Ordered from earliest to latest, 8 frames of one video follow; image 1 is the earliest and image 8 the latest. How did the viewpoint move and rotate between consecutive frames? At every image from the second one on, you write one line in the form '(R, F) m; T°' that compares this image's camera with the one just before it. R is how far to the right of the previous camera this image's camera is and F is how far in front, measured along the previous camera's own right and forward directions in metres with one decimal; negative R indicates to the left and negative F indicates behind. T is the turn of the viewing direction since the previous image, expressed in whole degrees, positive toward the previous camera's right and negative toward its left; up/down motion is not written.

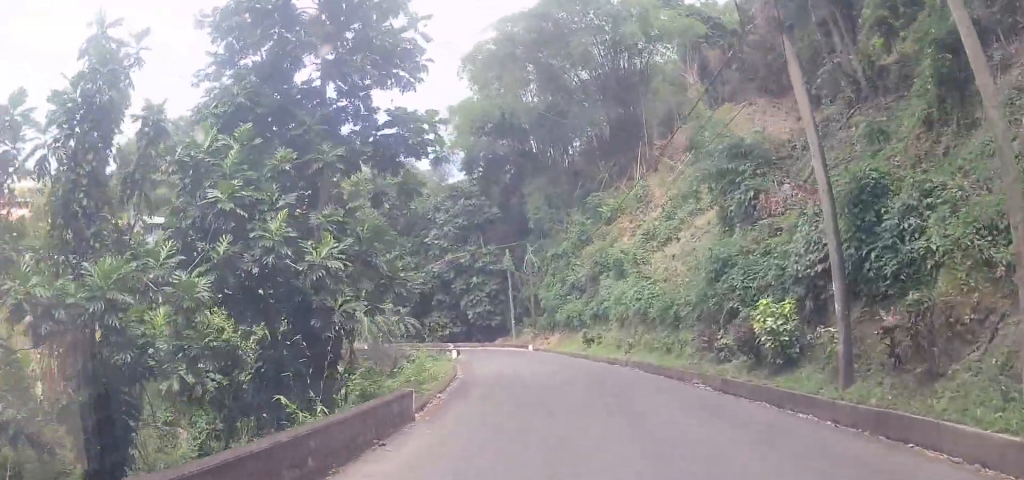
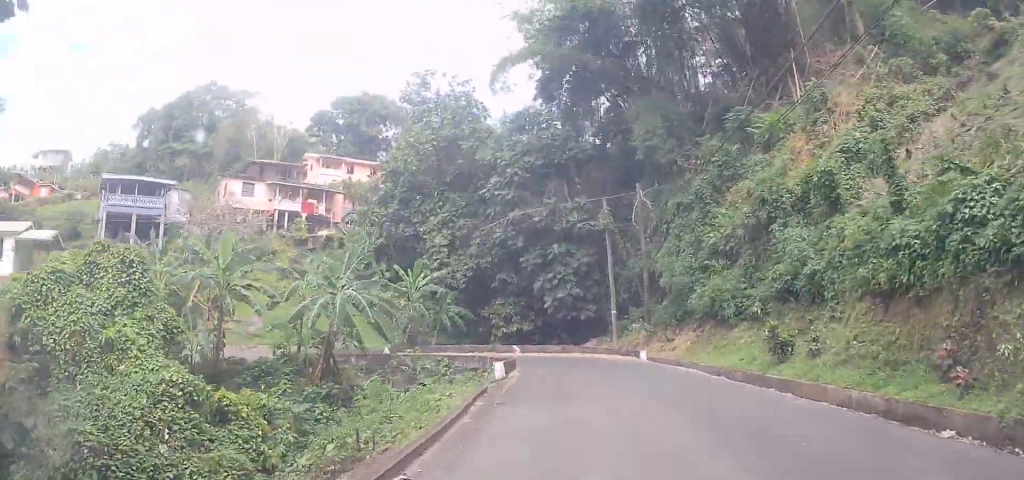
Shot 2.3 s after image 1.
(-2.2, +19.9) m; -15°
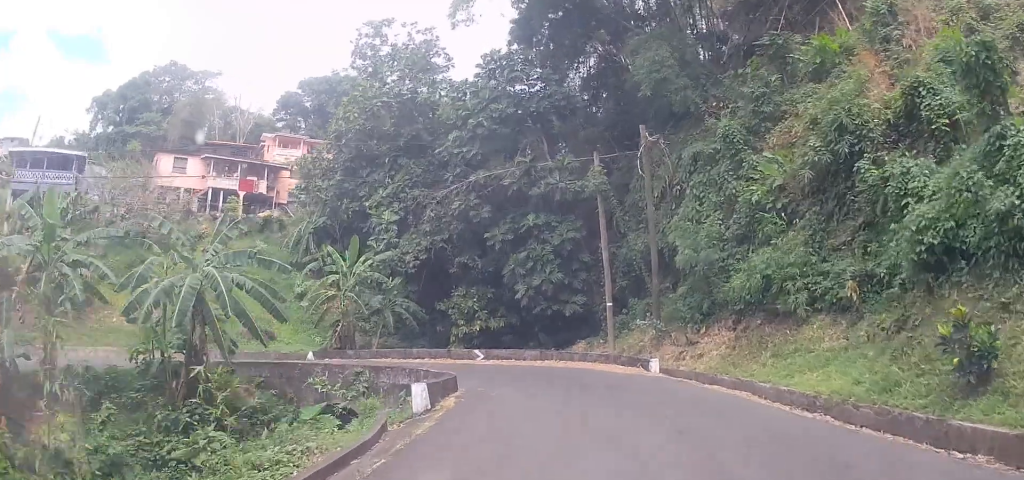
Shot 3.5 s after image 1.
(-0.4, +9.4) m; +2°
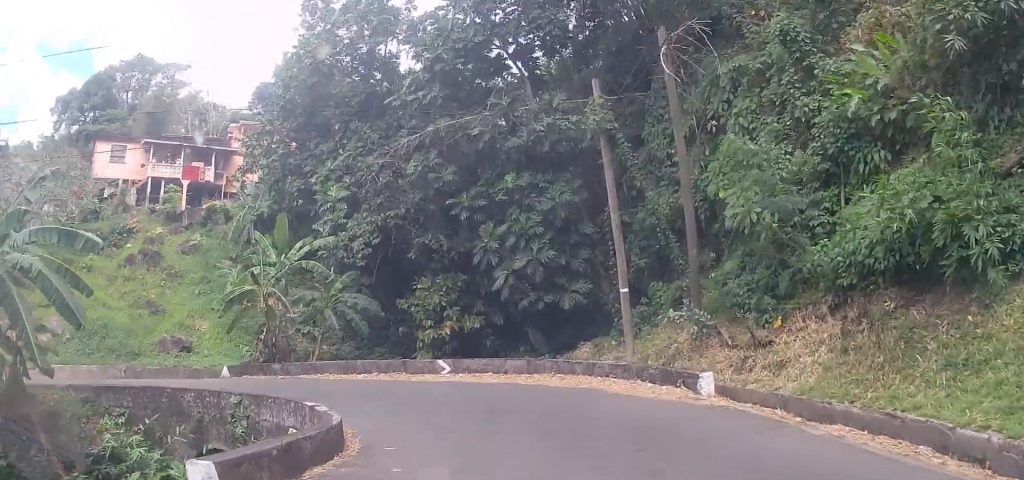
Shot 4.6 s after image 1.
(+0.7, +7.7) m; +7°
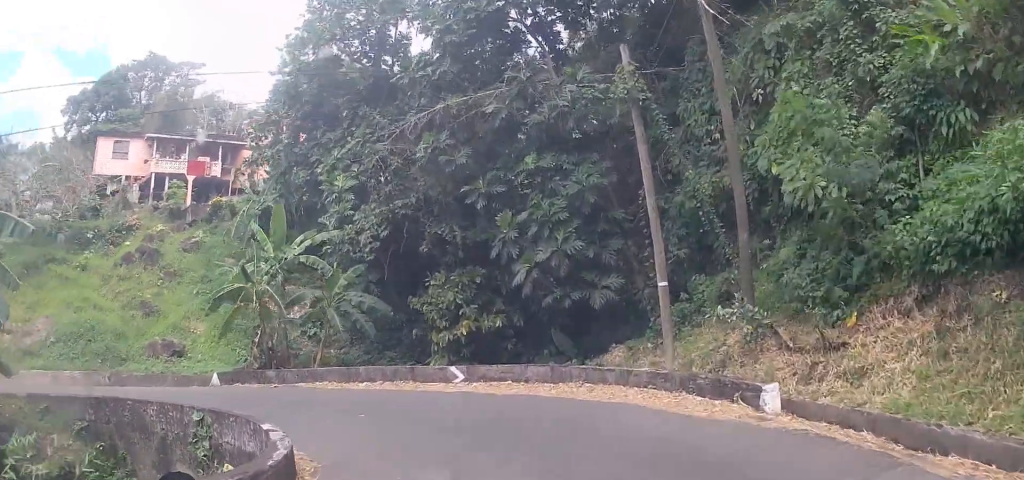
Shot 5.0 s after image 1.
(0.0, +2.2) m; -2°
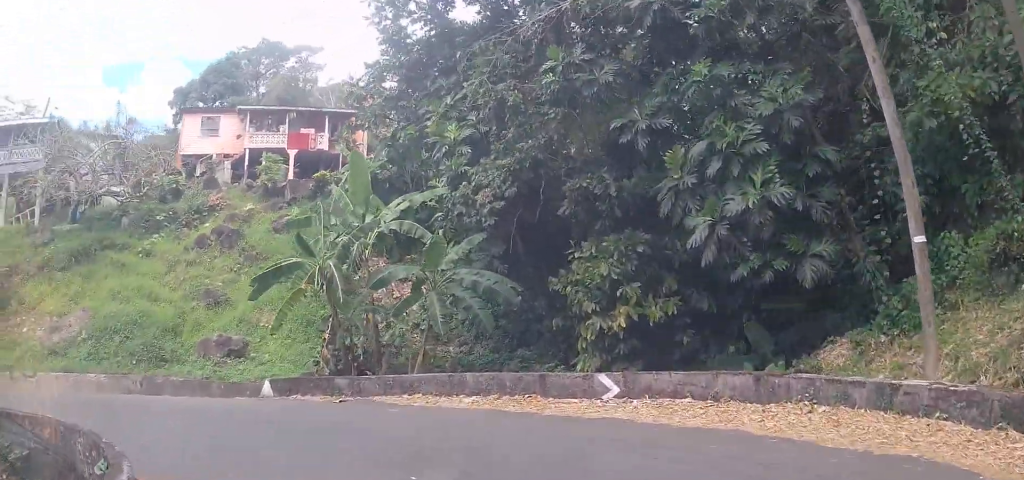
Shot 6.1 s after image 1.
(-0.2, +6.4) m; -12°
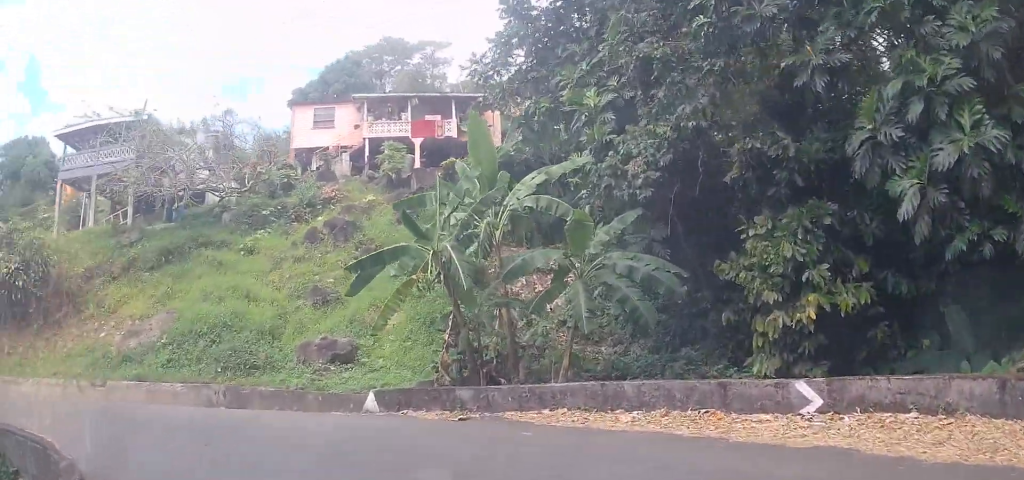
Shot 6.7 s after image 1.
(+0.1, +3.4) m; -12°
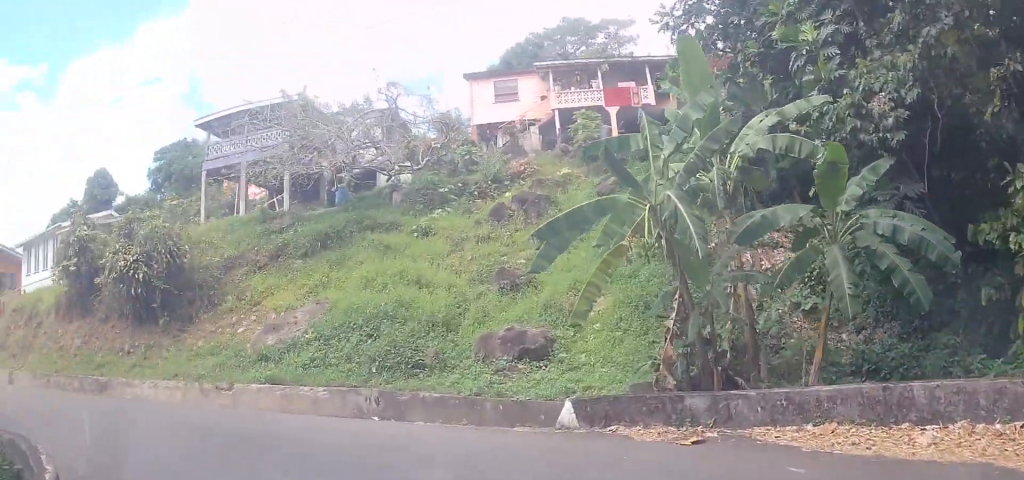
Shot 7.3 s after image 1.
(-0.8, +3.7) m; -23°
